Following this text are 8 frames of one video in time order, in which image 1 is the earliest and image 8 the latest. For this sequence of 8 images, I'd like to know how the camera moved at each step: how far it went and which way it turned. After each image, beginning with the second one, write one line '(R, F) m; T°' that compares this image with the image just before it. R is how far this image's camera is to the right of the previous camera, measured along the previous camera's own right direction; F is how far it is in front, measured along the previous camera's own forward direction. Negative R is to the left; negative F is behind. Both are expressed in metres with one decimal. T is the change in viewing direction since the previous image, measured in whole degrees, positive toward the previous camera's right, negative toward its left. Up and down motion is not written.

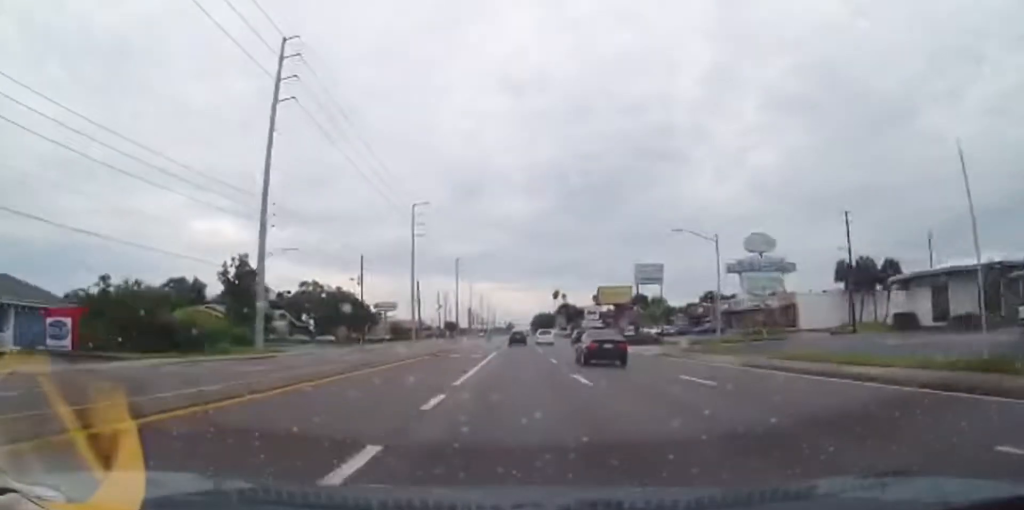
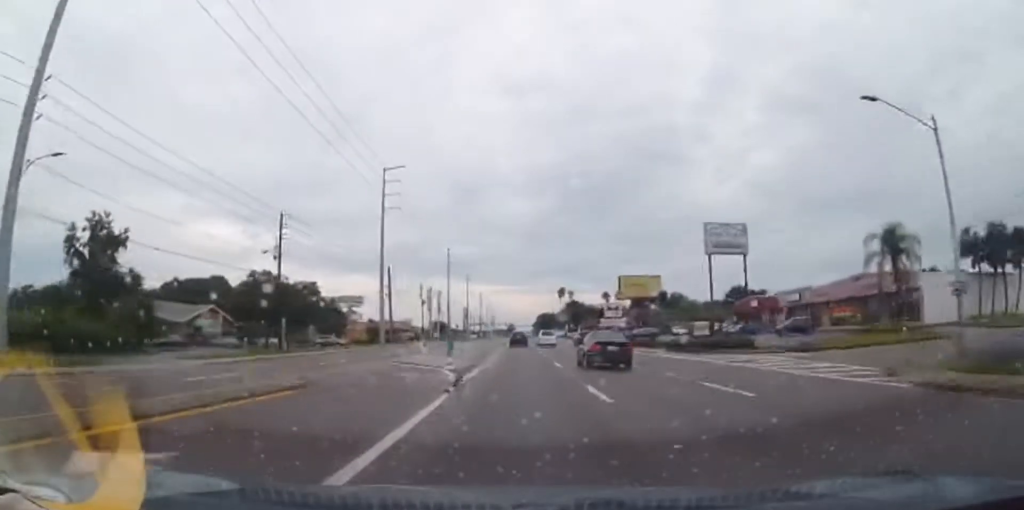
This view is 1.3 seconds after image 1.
(0.0, +27.2) m; 0°
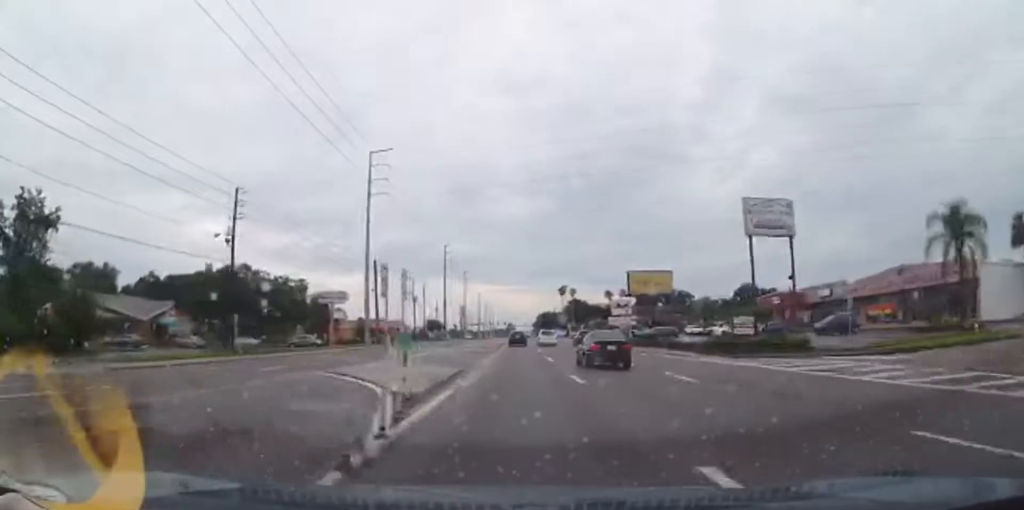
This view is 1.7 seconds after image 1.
(0.0, +8.6) m; 0°
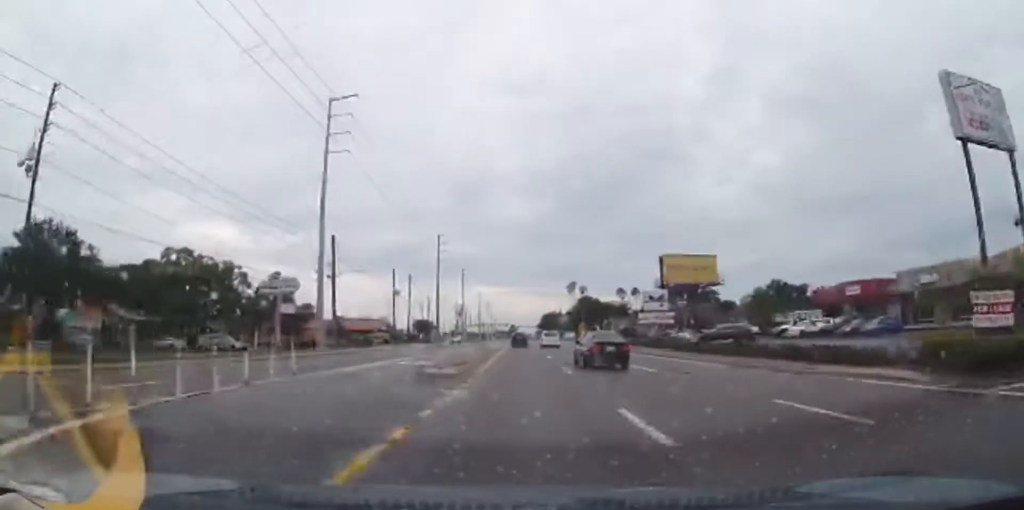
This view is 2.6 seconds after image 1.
(0.0, +21.0) m; 0°
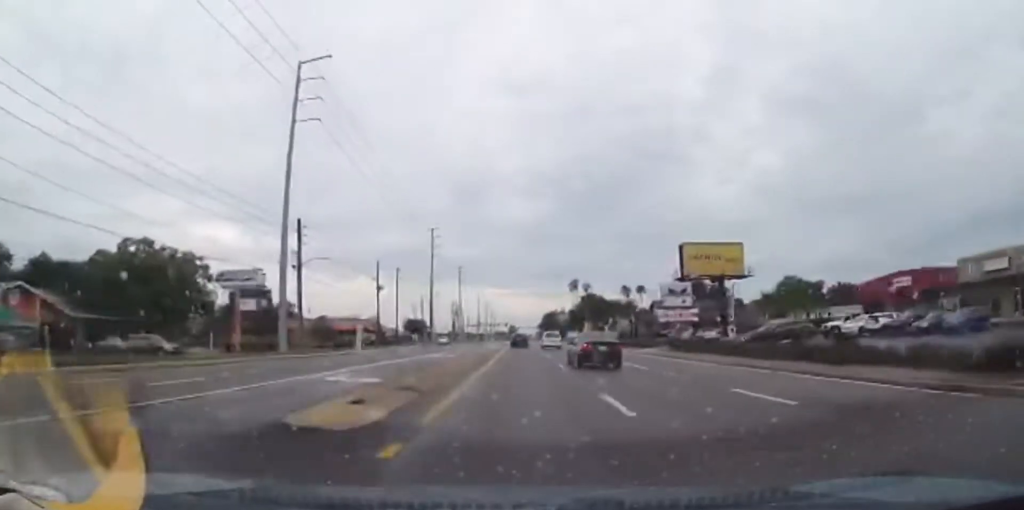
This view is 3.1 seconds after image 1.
(0.0, +10.1) m; 0°
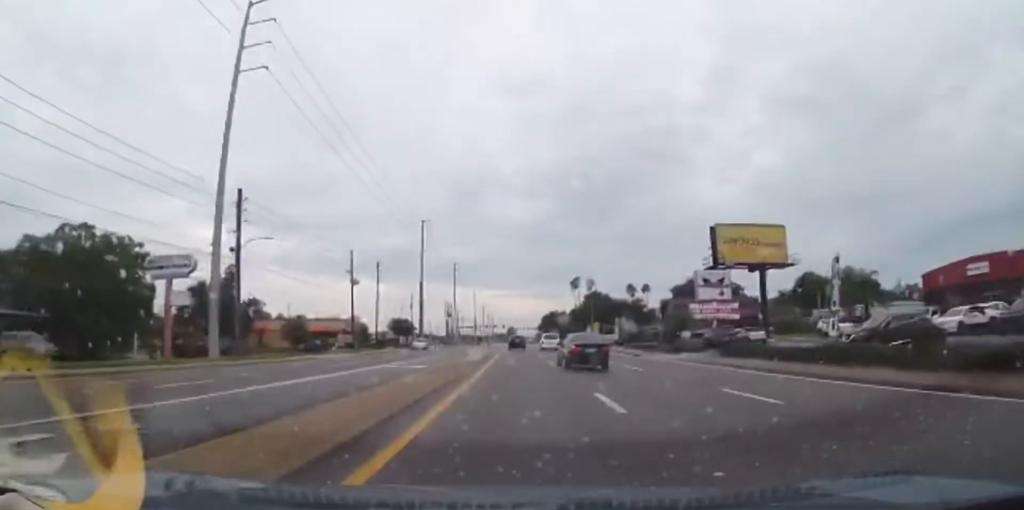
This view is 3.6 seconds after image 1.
(0.0, +11.5) m; 0°
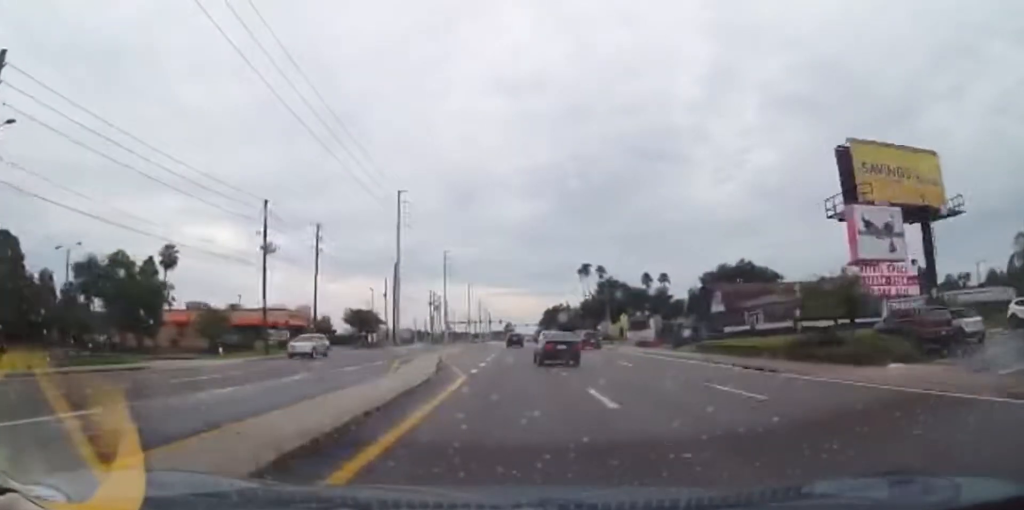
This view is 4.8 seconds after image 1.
(0.0, +24.6) m; -1°
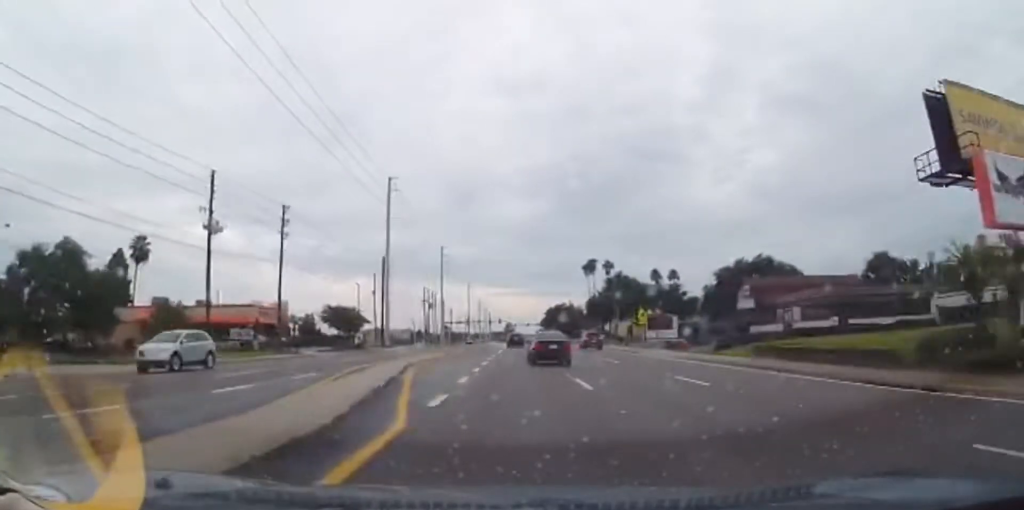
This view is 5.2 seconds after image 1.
(-0.1, +9.0) m; 0°
